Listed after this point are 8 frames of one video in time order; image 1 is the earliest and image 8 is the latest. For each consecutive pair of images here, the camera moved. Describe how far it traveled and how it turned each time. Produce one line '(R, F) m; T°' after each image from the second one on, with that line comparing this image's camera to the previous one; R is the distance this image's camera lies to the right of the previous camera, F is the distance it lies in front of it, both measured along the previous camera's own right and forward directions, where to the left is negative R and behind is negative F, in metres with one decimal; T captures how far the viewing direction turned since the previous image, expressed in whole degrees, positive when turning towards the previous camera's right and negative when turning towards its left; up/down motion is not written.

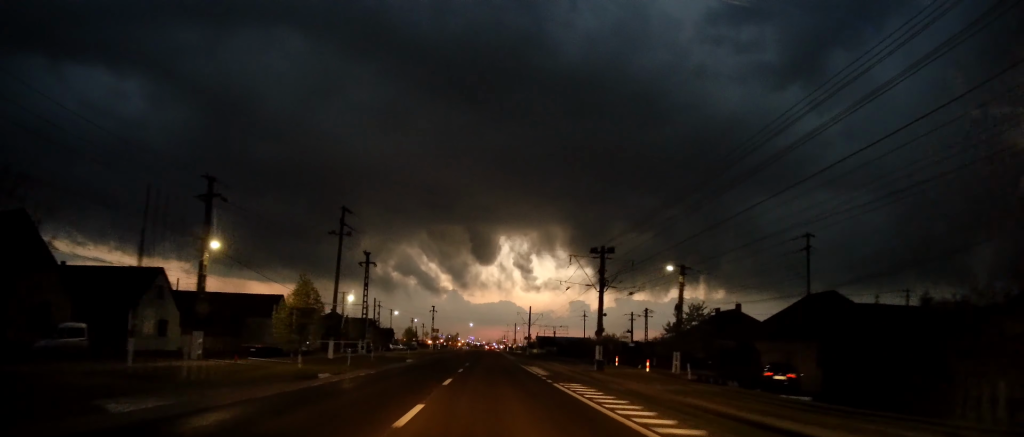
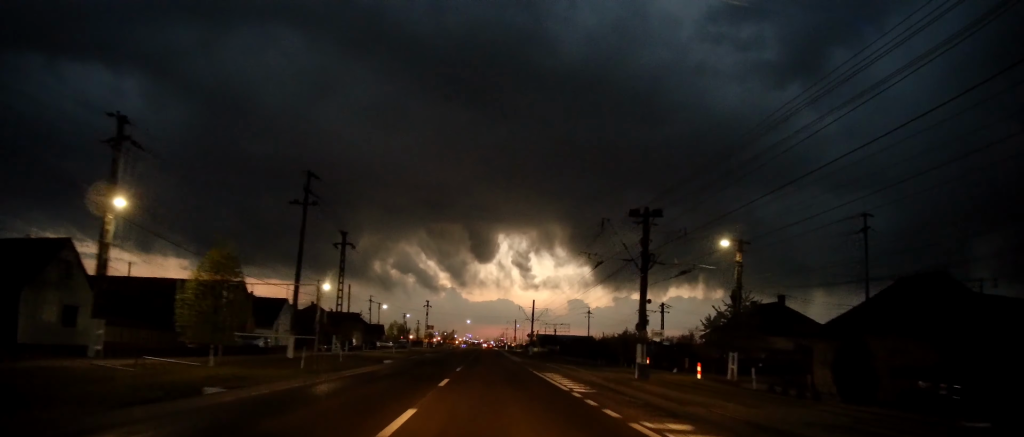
(0.0, +10.1) m; 0°
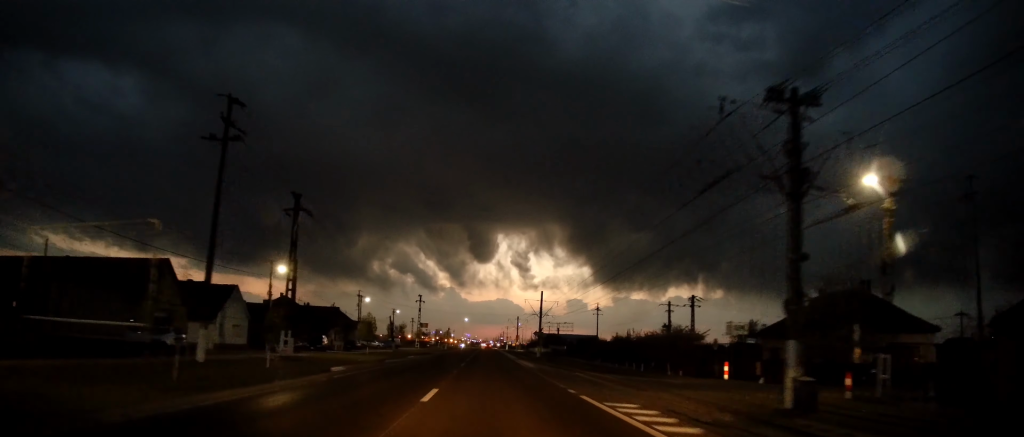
(-0.1, +13.5) m; +1°
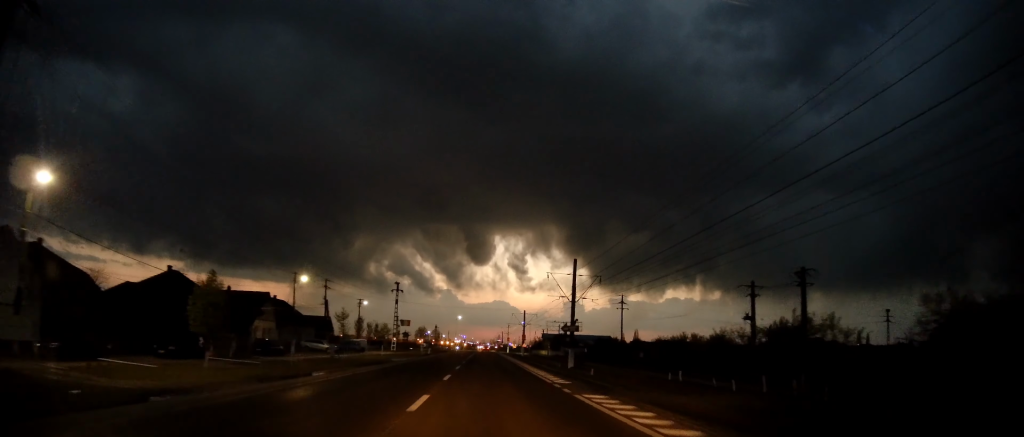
(+0.3, +28.7) m; 0°
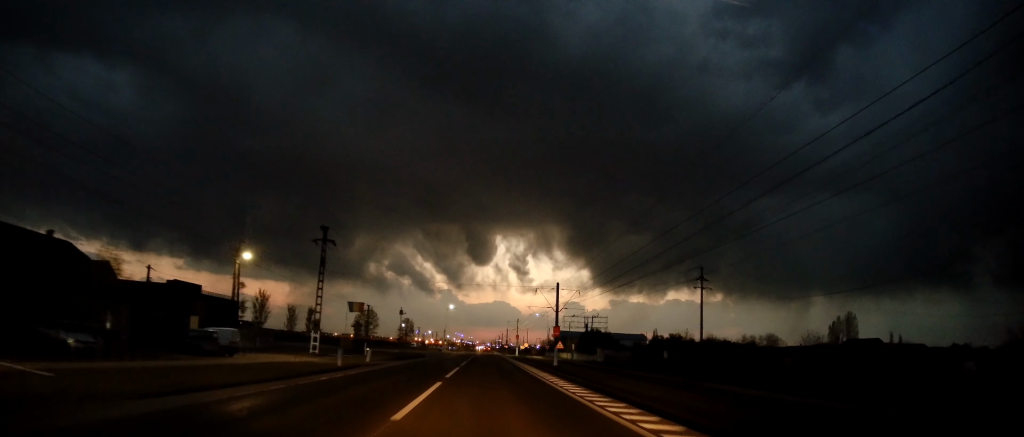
(0.0, +43.7) m; 0°
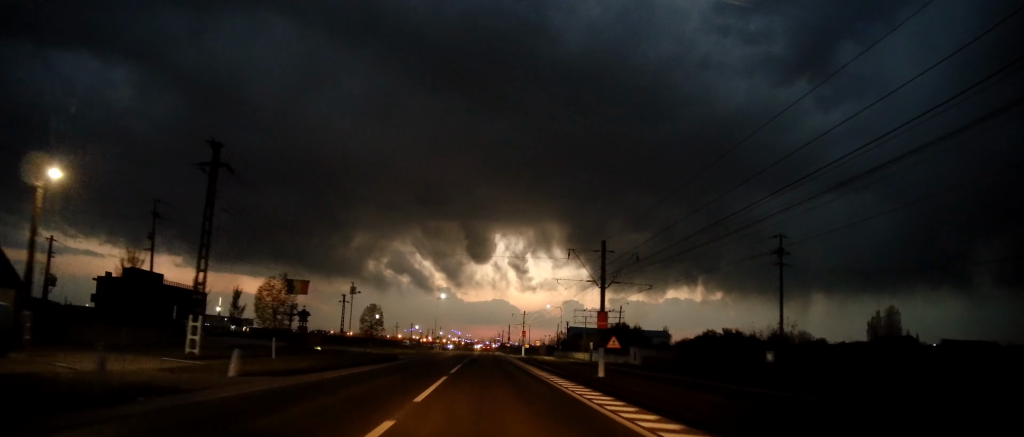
(-0.1, +21.5) m; 0°
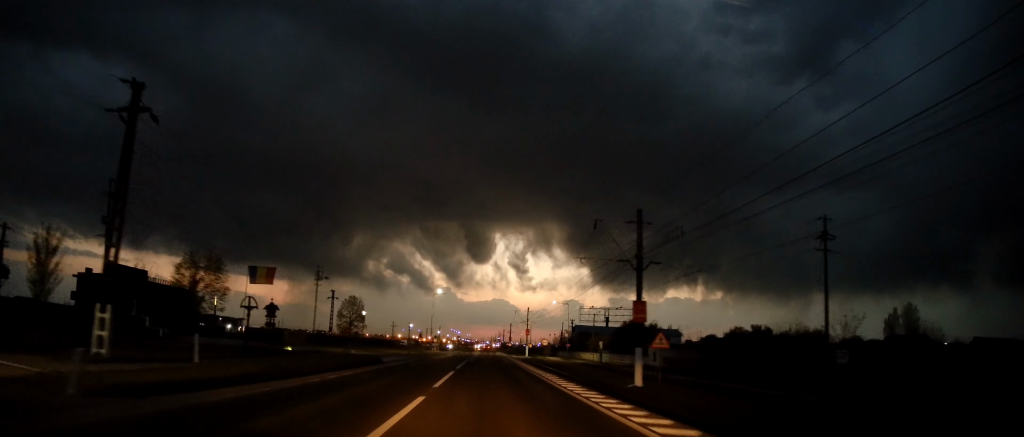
(+0.2, +8.0) m; 0°
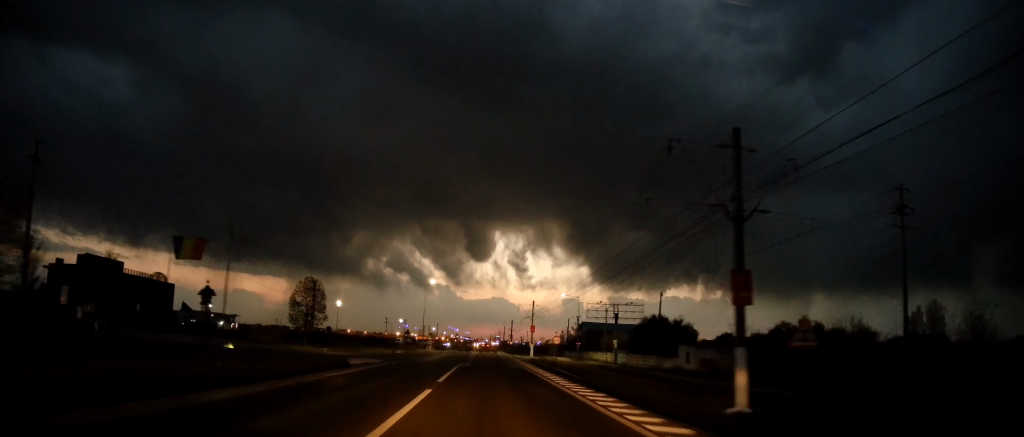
(-0.1, +10.5) m; 0°
